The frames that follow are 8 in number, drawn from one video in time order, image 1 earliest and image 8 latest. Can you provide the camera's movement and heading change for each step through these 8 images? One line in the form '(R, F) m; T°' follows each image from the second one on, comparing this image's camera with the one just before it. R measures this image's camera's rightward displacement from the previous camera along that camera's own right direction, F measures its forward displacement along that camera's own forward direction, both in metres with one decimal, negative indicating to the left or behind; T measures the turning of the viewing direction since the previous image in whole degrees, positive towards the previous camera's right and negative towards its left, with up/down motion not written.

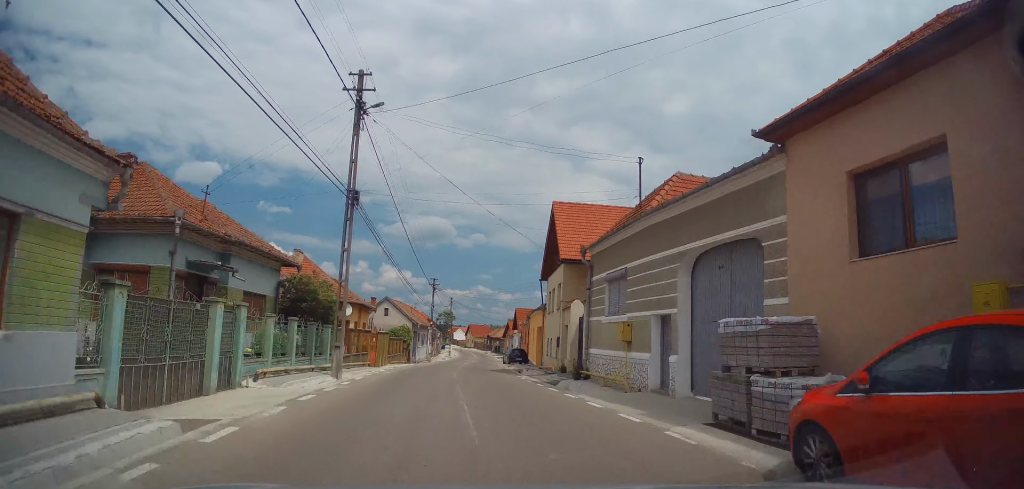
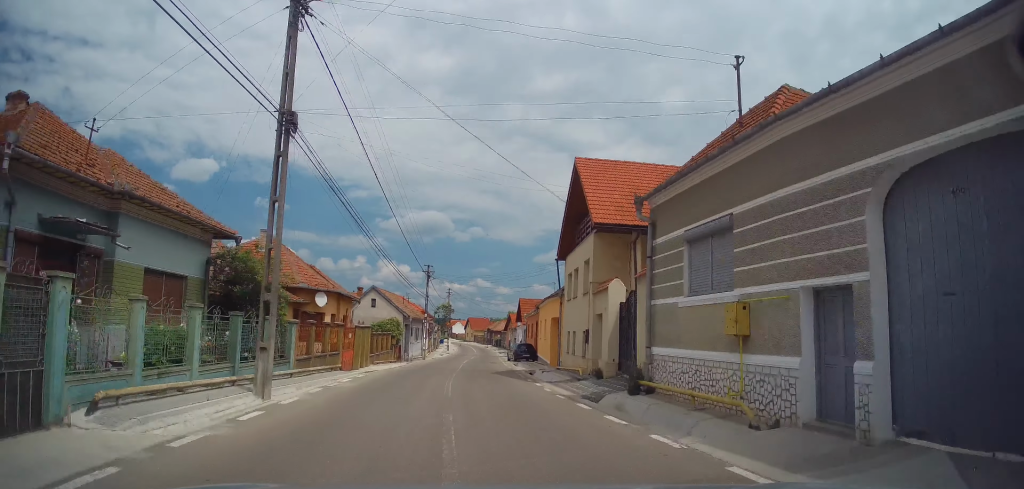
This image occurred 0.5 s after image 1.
(+0.2, +6.7) m; +1°
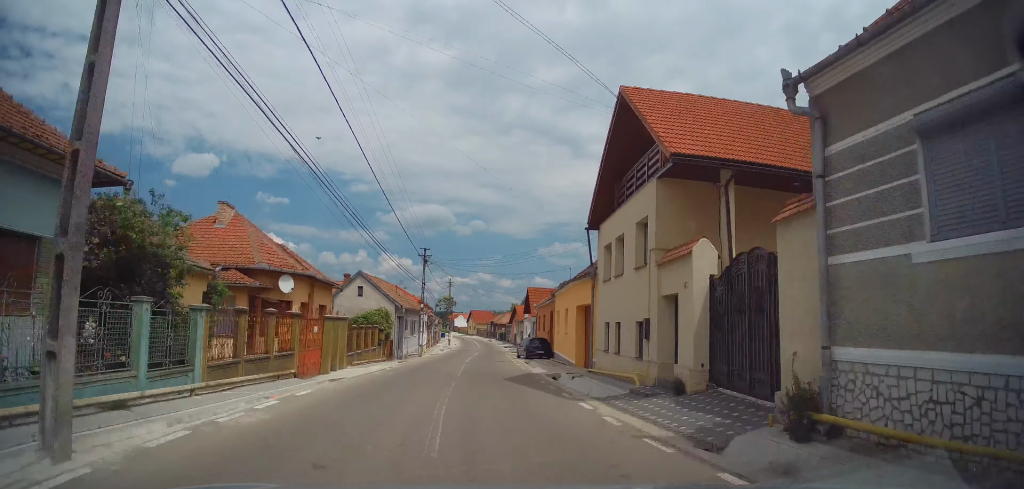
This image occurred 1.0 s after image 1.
(+0.2, +6.2) m; +1°
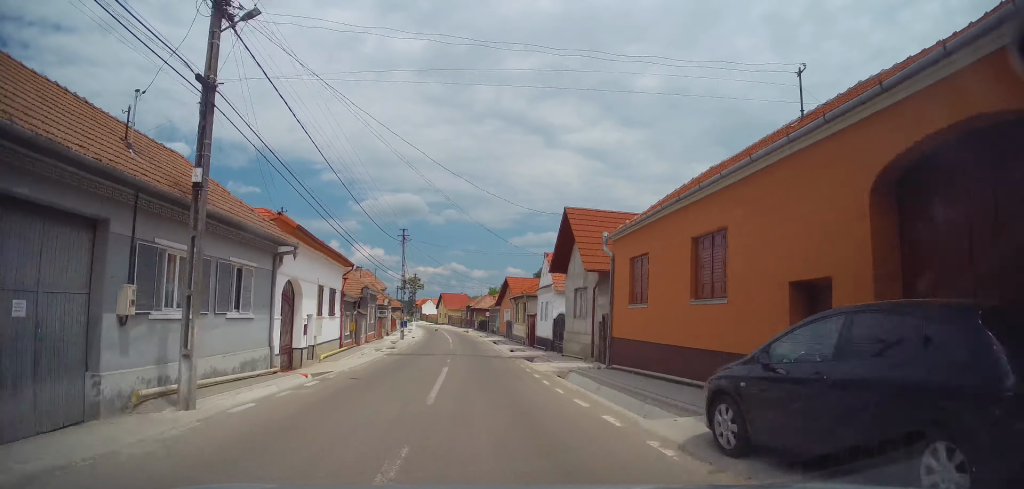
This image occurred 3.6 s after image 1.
(+0.6, +32.7) m; +3°
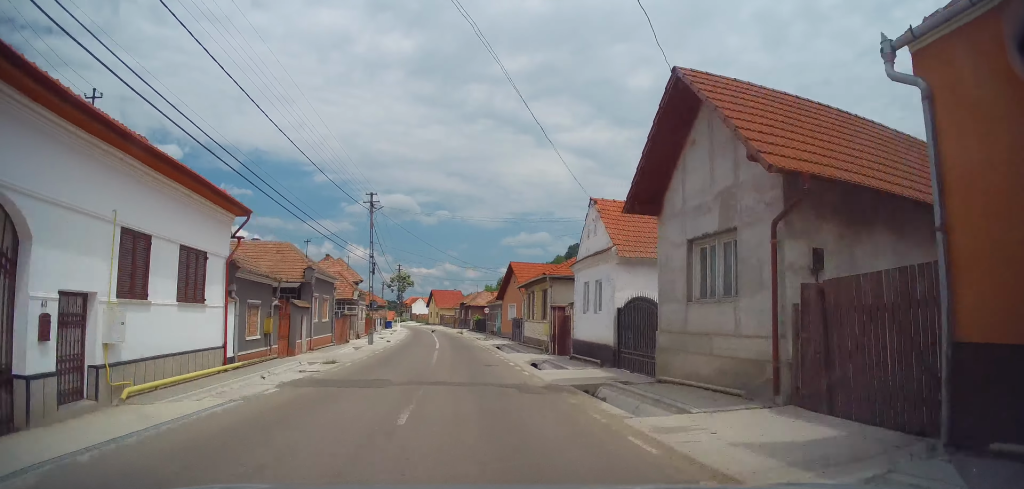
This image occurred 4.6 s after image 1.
(0.0, +13.8) m; -1°
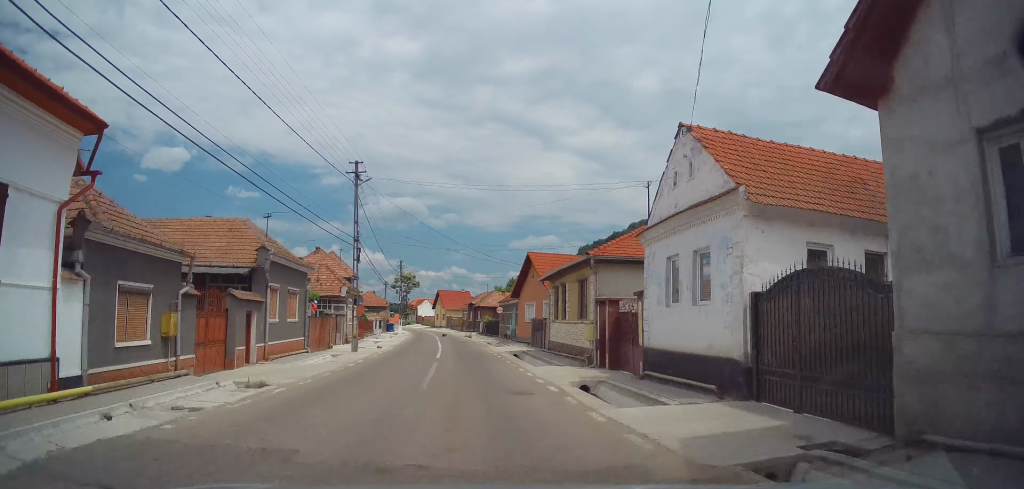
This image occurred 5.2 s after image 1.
(-0.1, +7.8) m; -1°
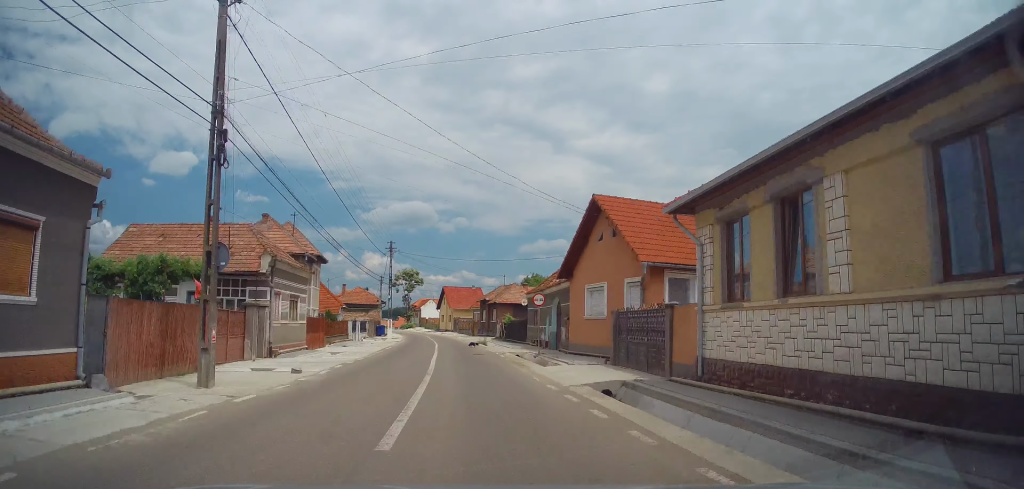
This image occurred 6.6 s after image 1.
(0.0, +17.6) m; 0°
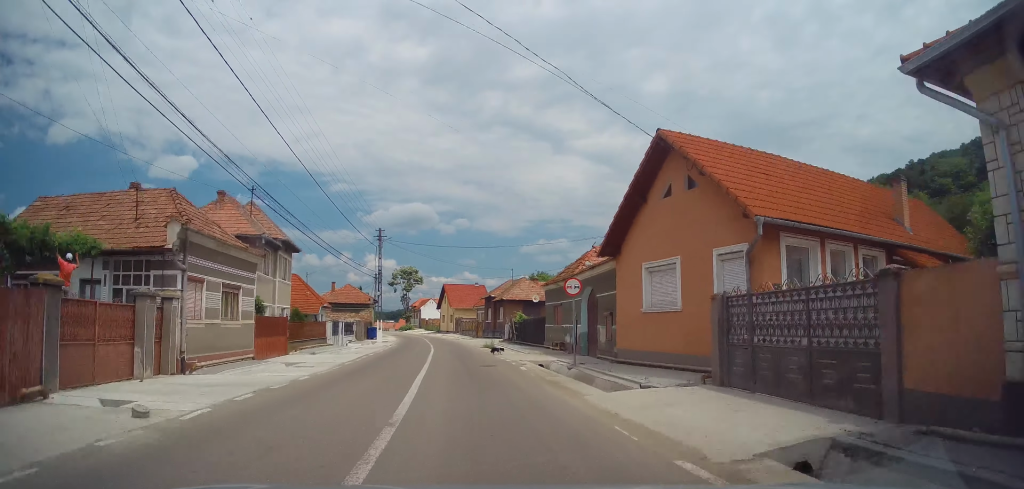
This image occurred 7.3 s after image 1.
(0.0, +8.0) m; 0°
